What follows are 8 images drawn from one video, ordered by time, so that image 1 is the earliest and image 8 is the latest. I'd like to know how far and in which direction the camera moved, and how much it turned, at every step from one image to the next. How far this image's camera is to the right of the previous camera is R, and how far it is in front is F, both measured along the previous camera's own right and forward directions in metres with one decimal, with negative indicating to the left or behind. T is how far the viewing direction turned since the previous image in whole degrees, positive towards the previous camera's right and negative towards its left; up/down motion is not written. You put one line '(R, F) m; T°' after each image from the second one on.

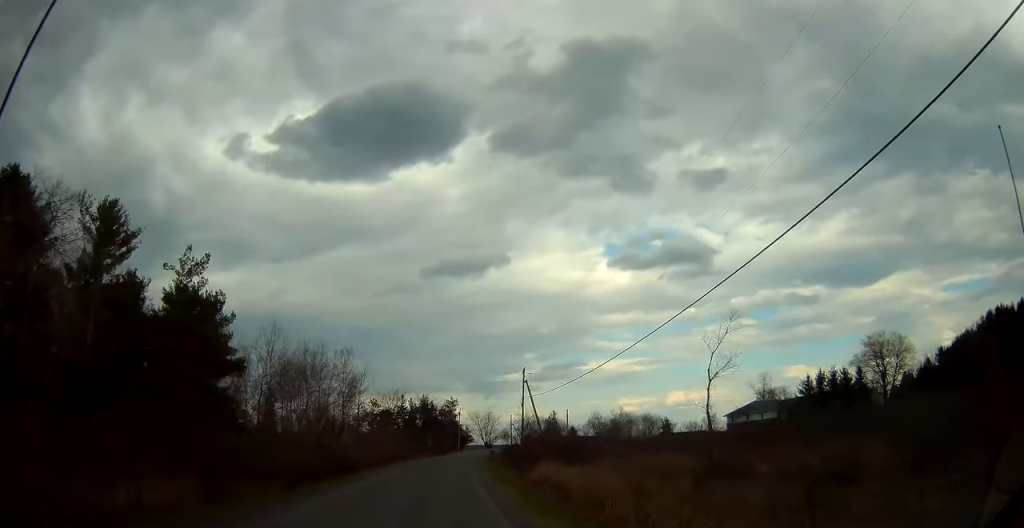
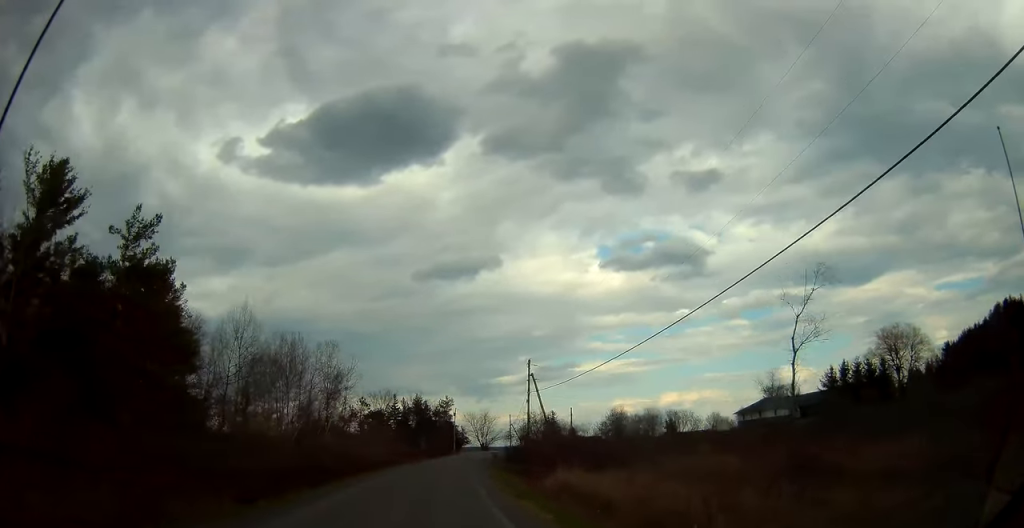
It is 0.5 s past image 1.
(+0.2, +7.5) m; +1°
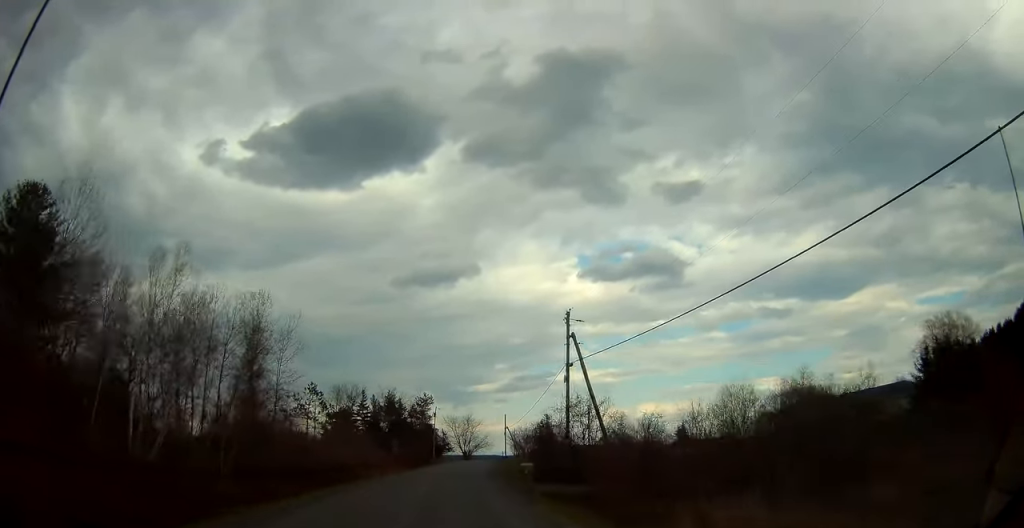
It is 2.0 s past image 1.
(+0.5, +23.1) m; +3°
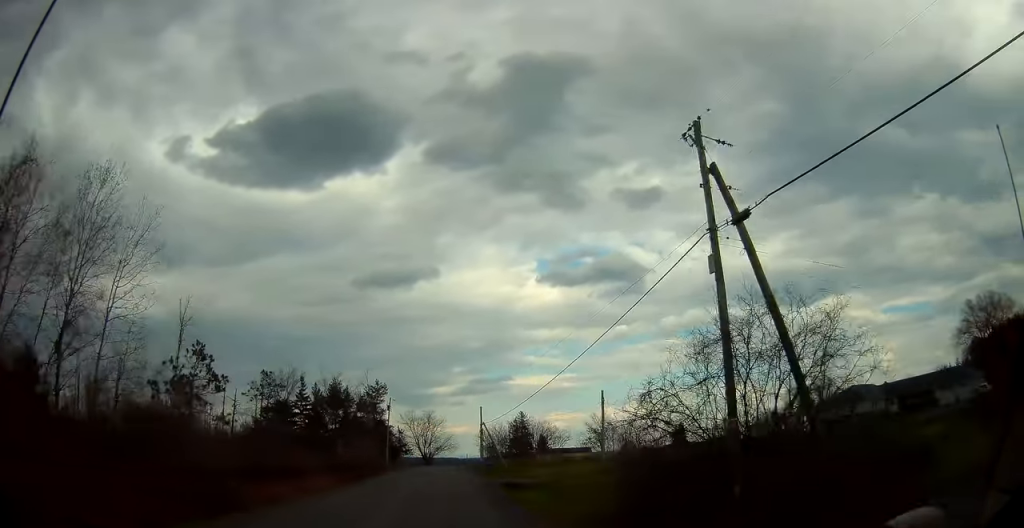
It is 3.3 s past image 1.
(+0.9, +22.2) m; +4°
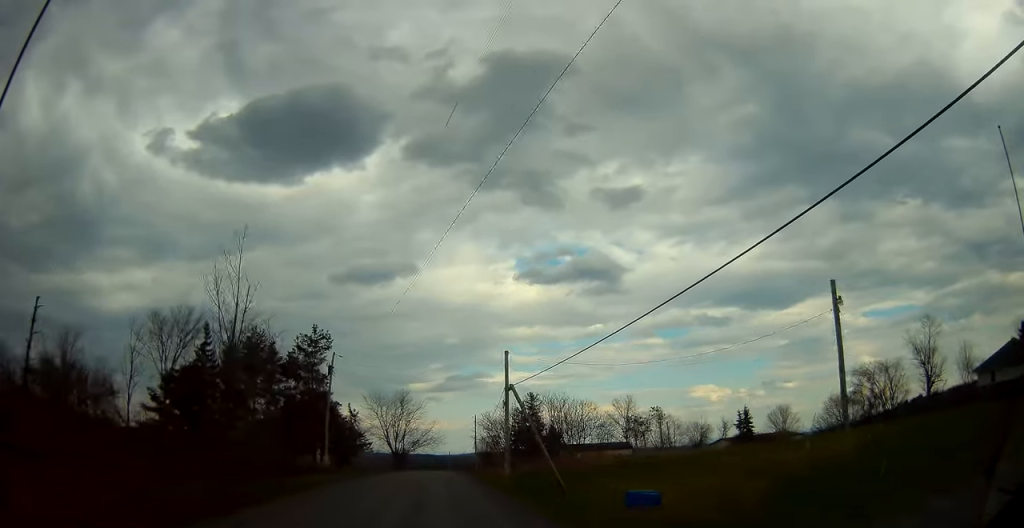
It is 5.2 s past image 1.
(+0.9, +35.3) m; +3°
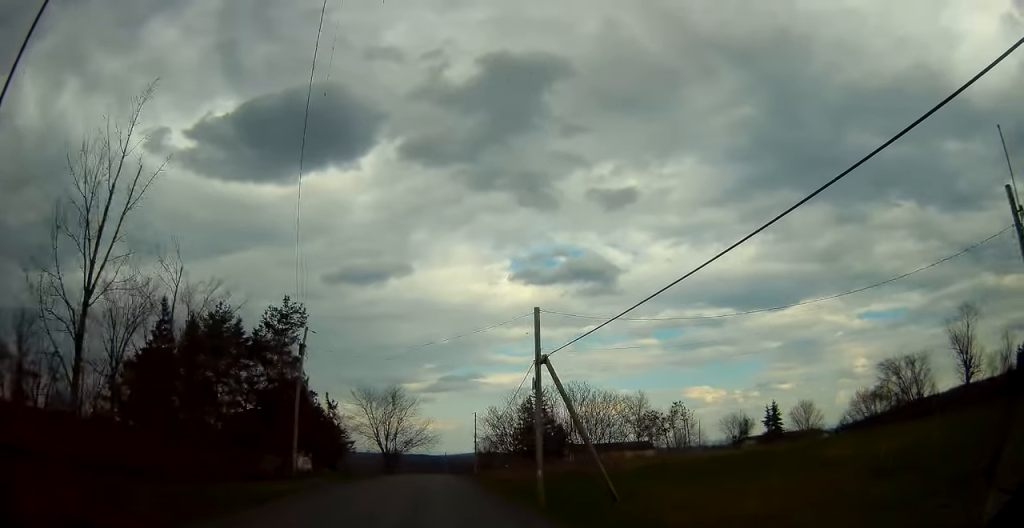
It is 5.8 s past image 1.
(+0.2, +9.8) m; +1°
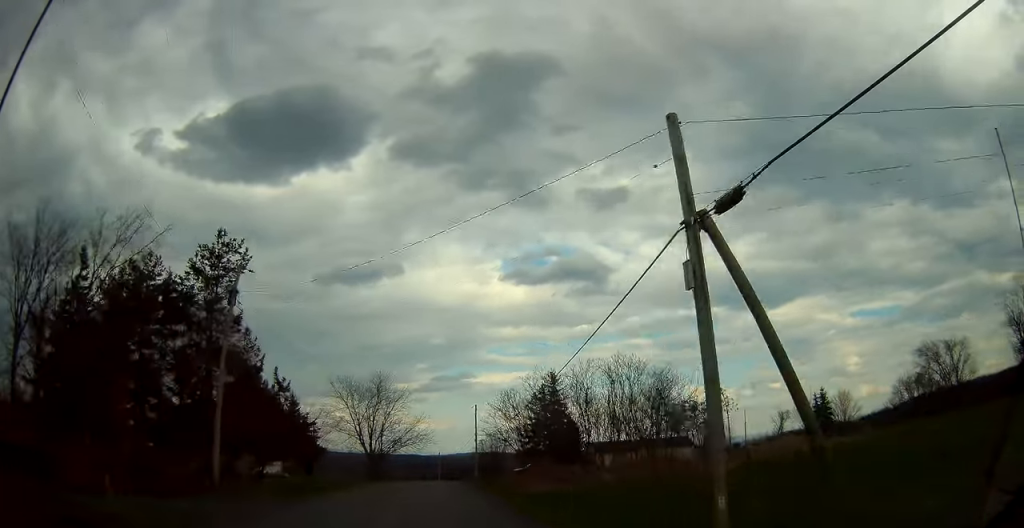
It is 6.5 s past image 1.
(+0.1, +13.6) m; +1°
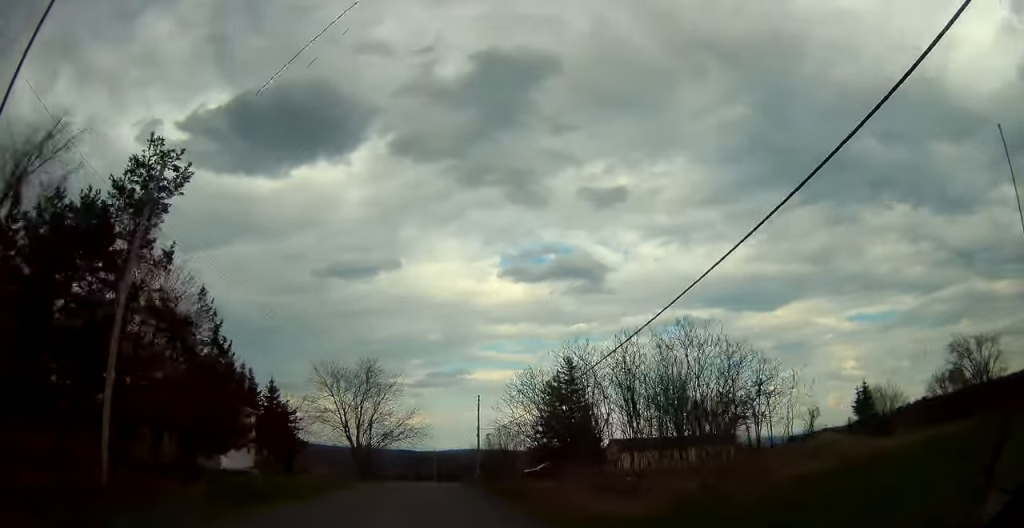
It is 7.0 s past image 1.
(-0.1, +9.3) m; +1°
